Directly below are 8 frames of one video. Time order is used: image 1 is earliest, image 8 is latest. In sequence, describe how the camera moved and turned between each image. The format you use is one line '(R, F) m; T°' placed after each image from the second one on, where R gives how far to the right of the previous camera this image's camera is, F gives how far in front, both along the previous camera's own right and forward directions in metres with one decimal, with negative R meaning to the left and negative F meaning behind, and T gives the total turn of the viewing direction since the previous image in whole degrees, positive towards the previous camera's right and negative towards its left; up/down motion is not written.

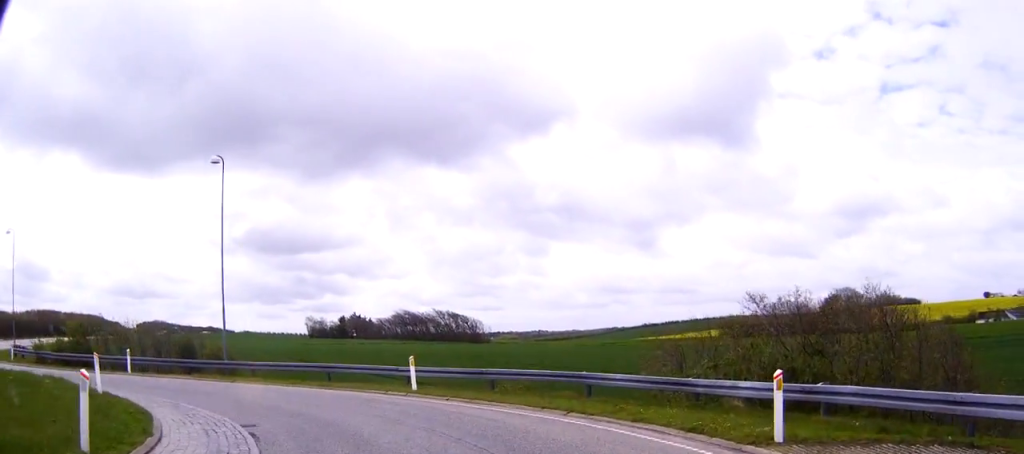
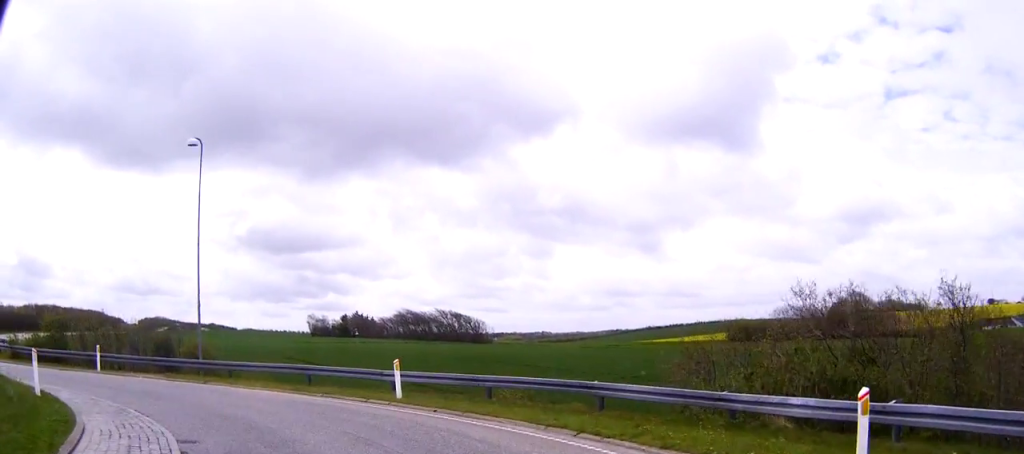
(+0.1, +2.7) m; -1°
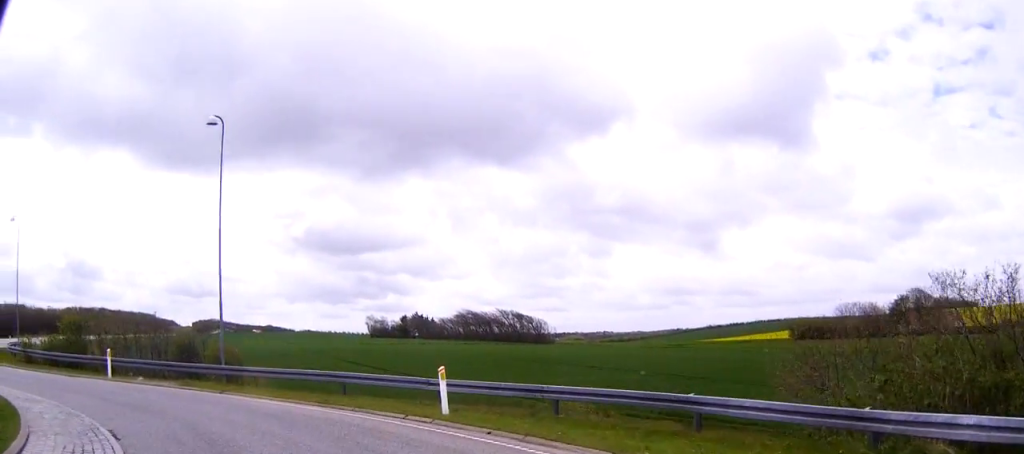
(0.0, +3.4) m; -5°
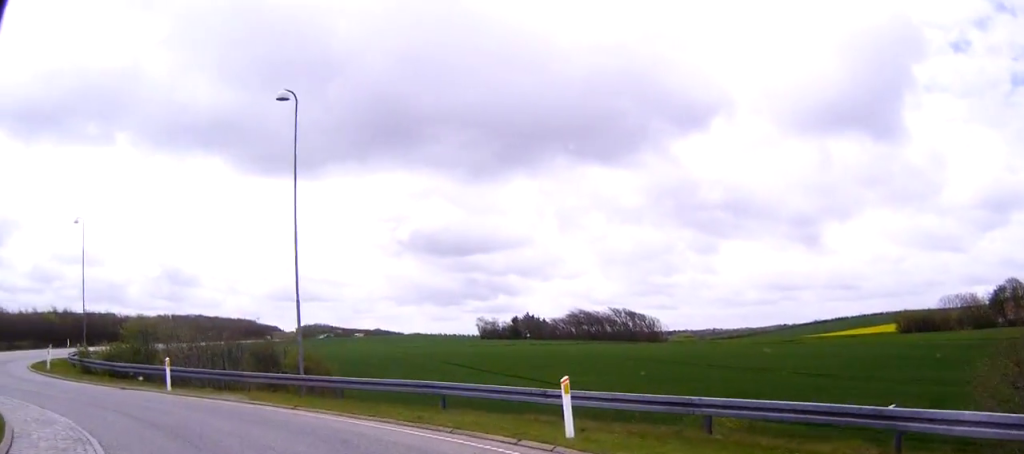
(0.0, +3.5) m; -8°
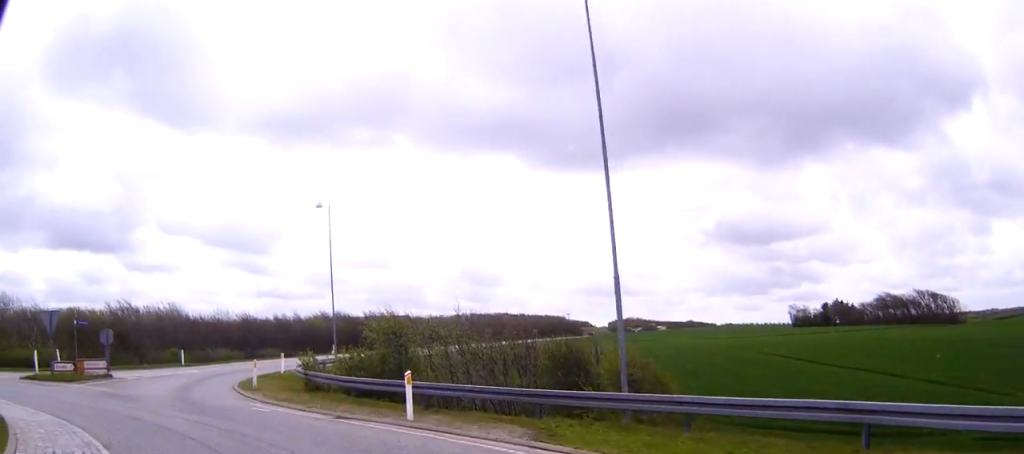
(-1.9, +7.5) m; -26°
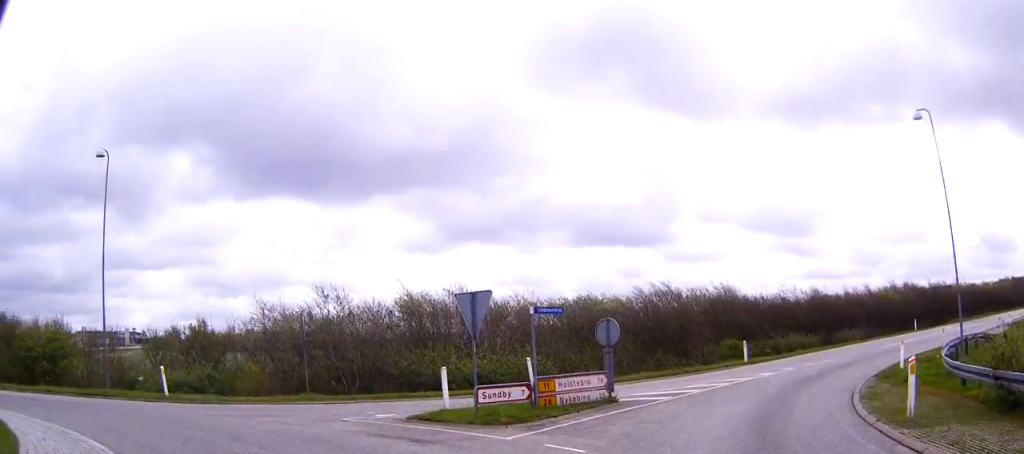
(-3.6, +13.1) m; -34°
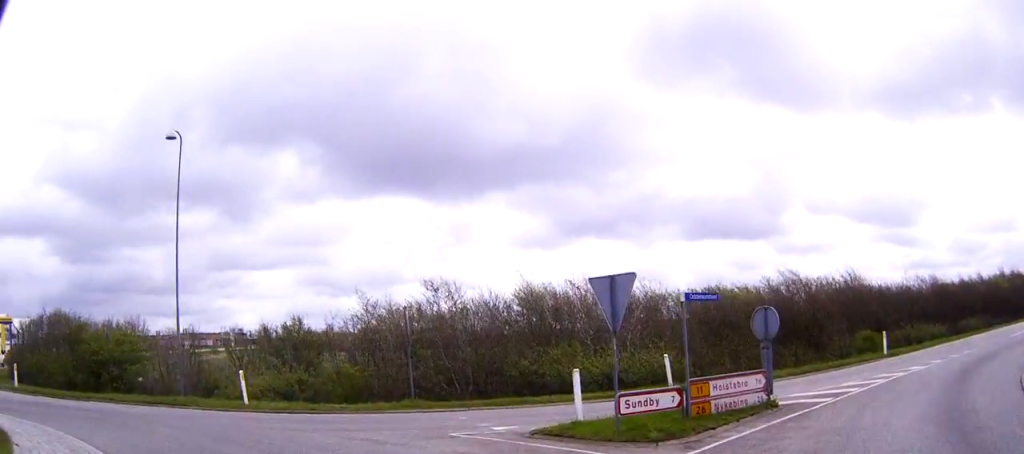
(-0.2, +3.0) m; -9°
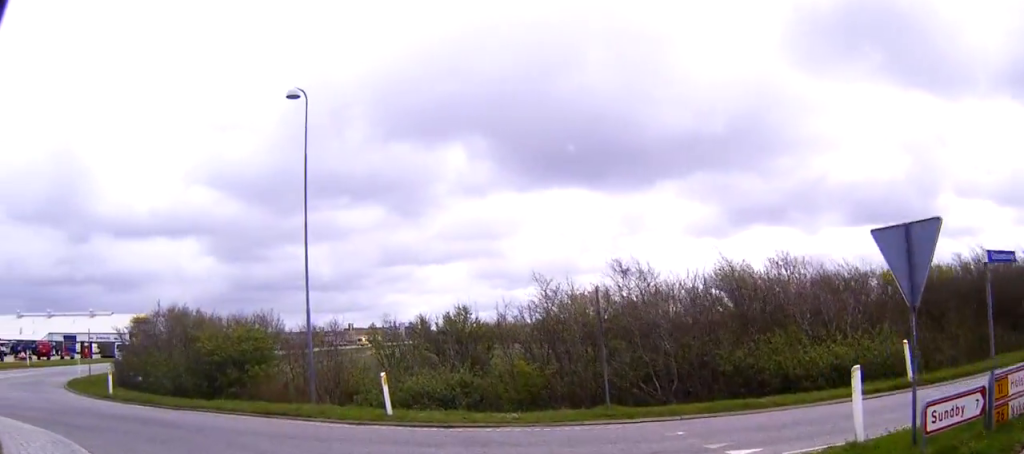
(-0.5, +4.5) m; -11°
